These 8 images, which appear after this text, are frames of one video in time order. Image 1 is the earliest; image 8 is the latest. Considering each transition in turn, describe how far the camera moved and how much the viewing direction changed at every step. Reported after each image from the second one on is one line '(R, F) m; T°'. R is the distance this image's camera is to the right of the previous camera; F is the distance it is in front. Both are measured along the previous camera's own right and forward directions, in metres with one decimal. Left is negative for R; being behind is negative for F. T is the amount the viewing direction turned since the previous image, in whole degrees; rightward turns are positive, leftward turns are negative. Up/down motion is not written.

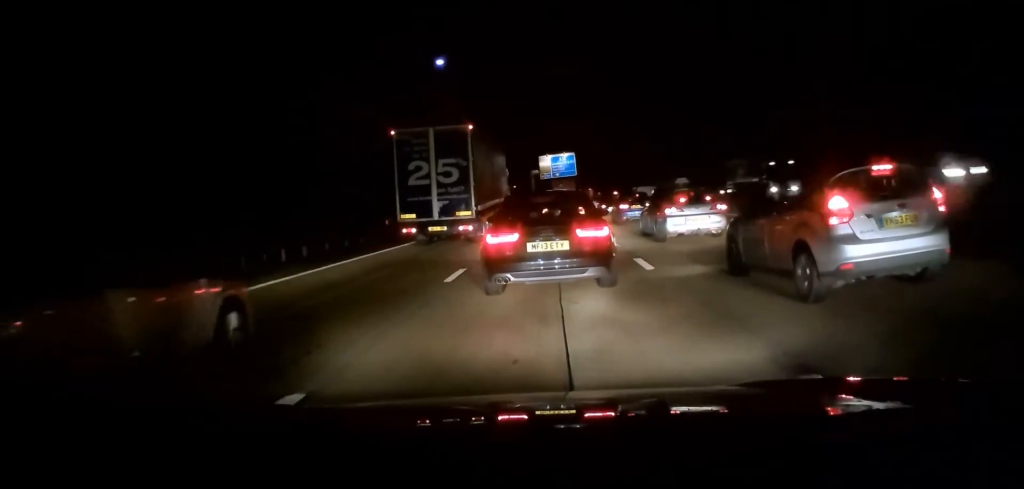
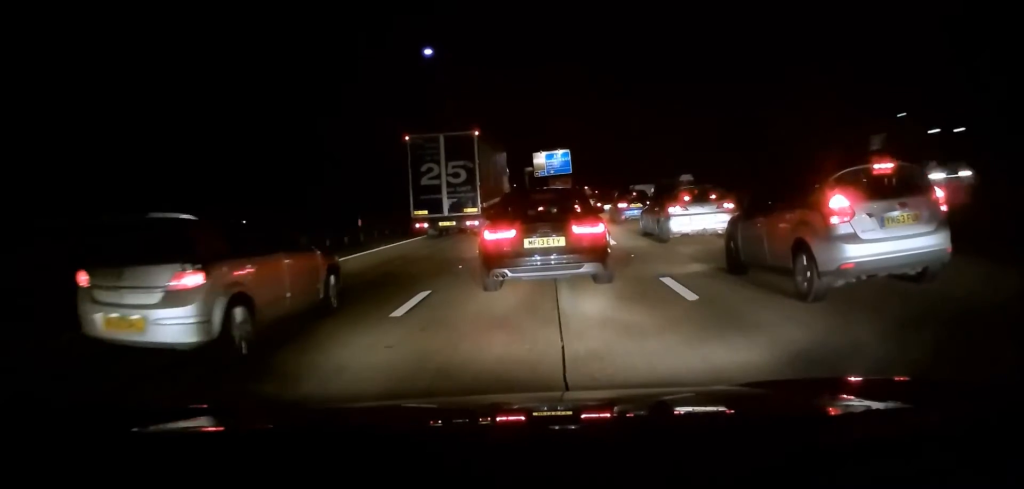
(-0.2, +3.8) m; -1°
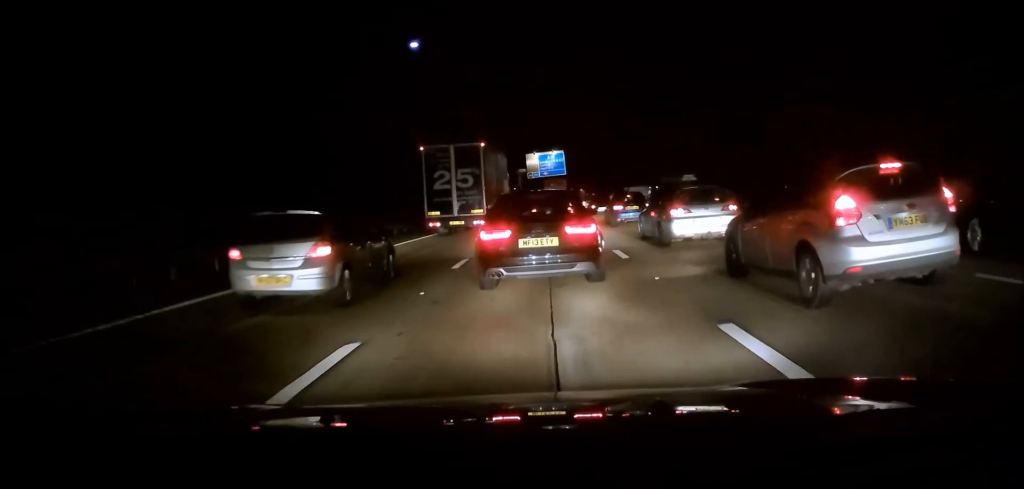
(0.0, +4.0) m; -2°
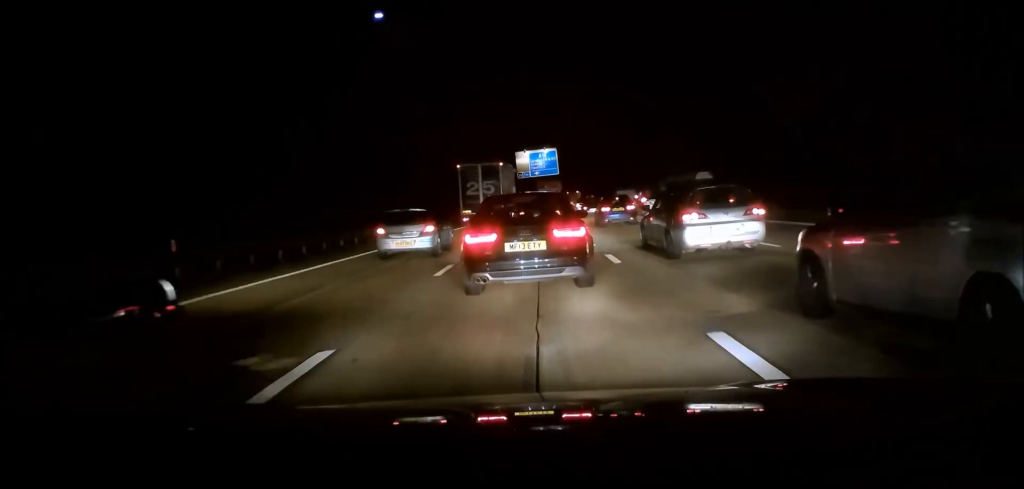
(-0.6, +9.7) m; -7°
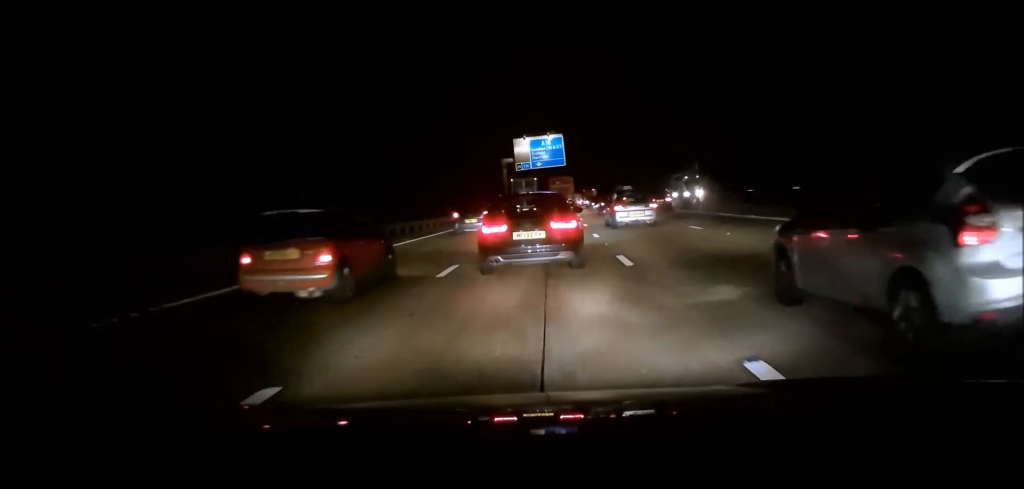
(-1.1, +19.0) m; -8°
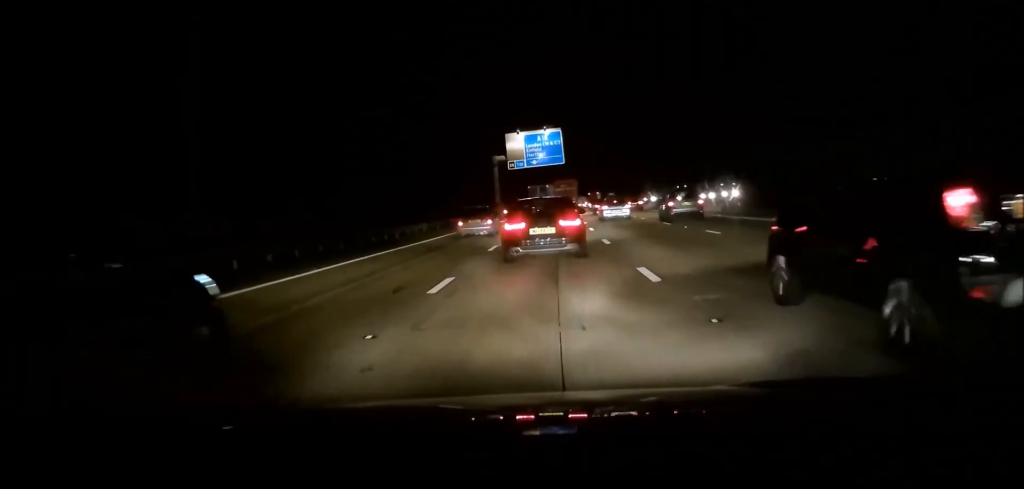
(-0.6, +9.6) m; -3°
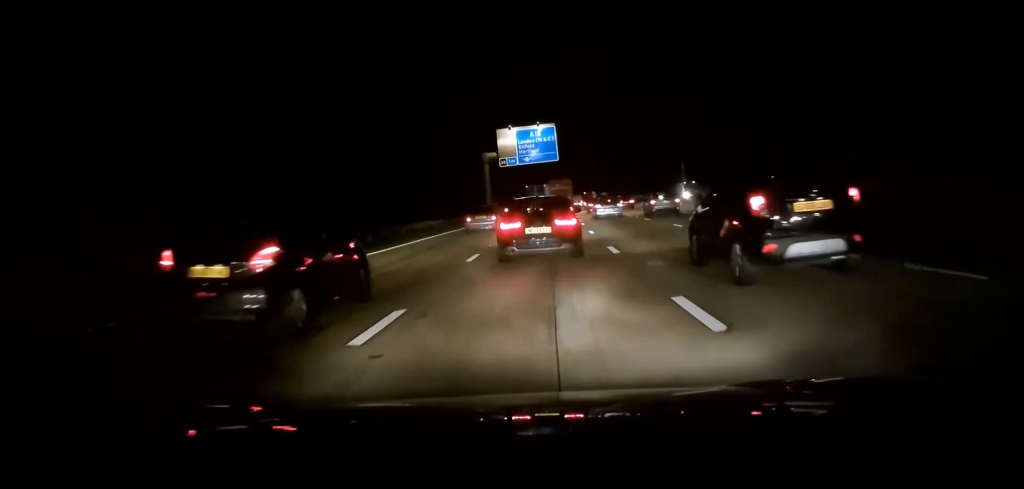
(0.0, +3.2) m; +3°
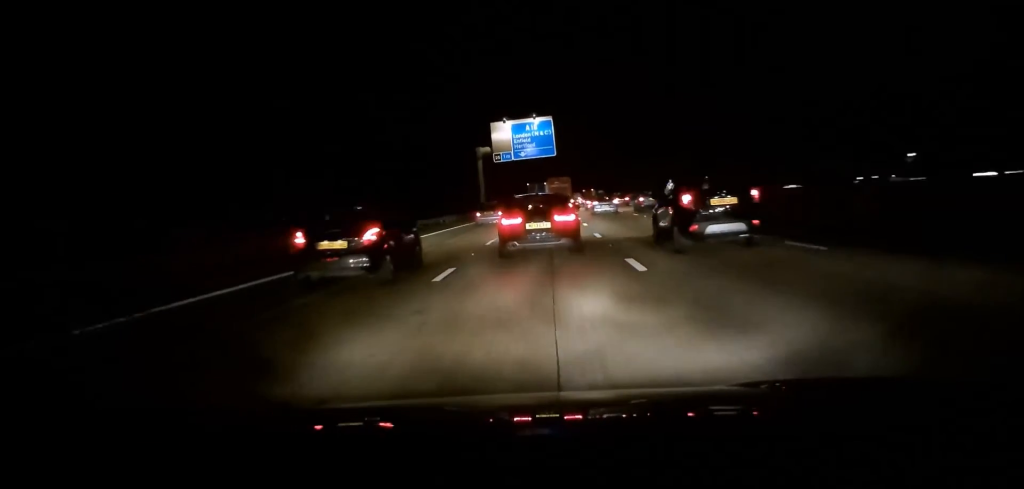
(0.0, +3.9) m; +3°
